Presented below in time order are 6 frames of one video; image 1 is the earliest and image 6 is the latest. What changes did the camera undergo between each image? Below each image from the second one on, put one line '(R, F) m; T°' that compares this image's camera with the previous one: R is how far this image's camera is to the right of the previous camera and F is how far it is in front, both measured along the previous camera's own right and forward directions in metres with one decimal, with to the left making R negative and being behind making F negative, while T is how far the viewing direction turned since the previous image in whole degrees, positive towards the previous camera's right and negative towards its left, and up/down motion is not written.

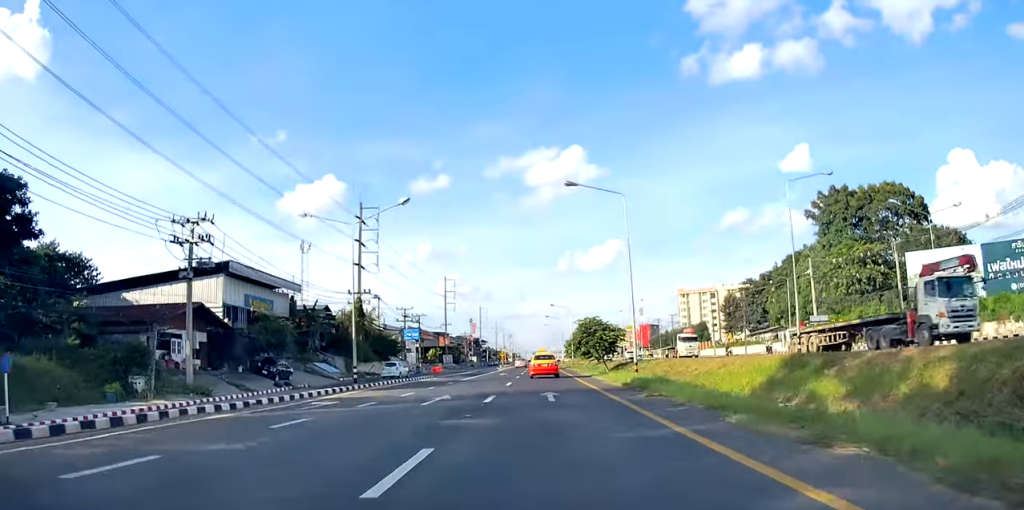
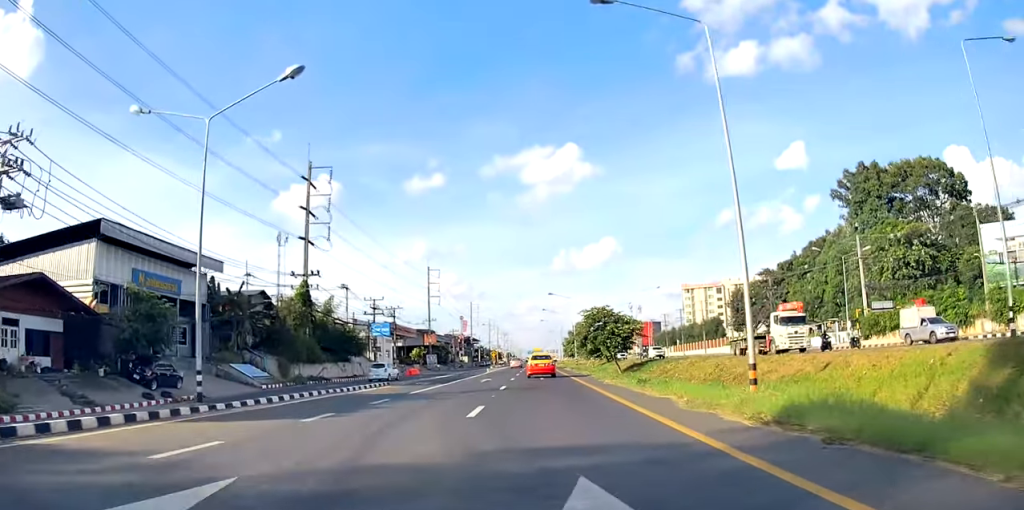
(-0.1, +17.8) m; 0°
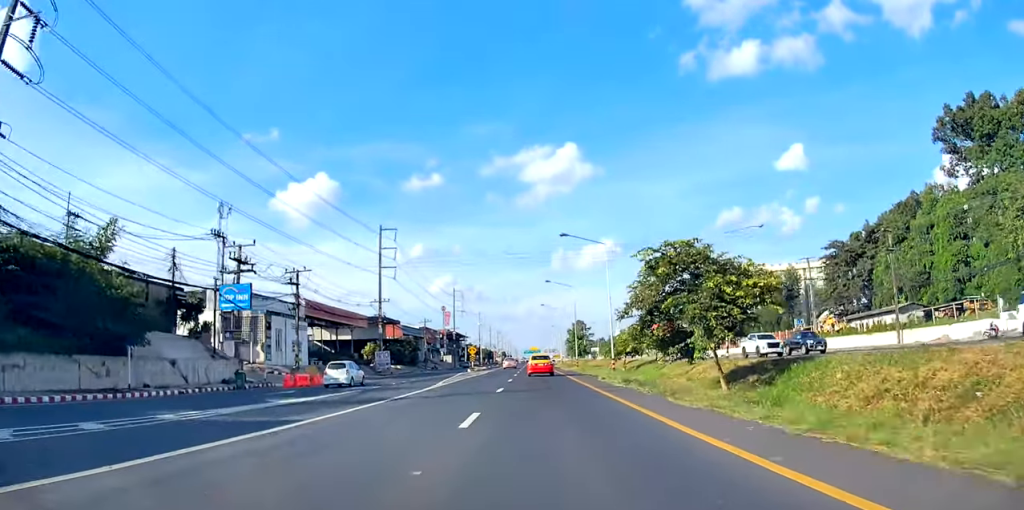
(+0.8, +45.5) m; +1°
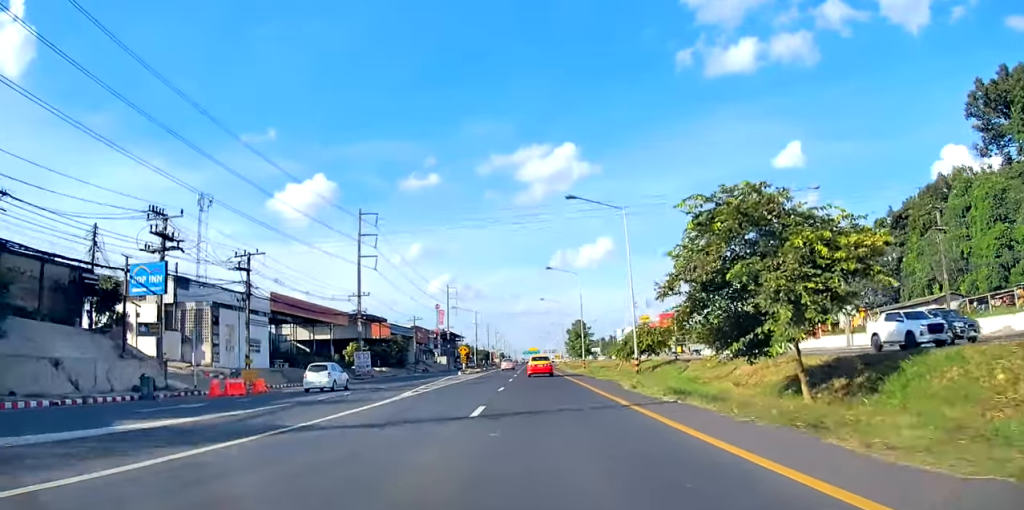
(0.0, +10.2) m; 0°
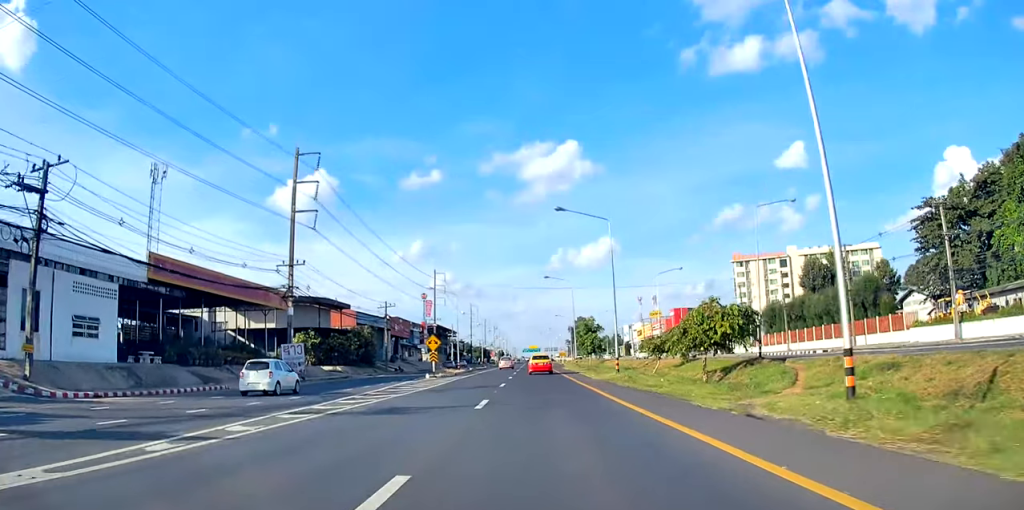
(-0.4, +24.3) m; 0°
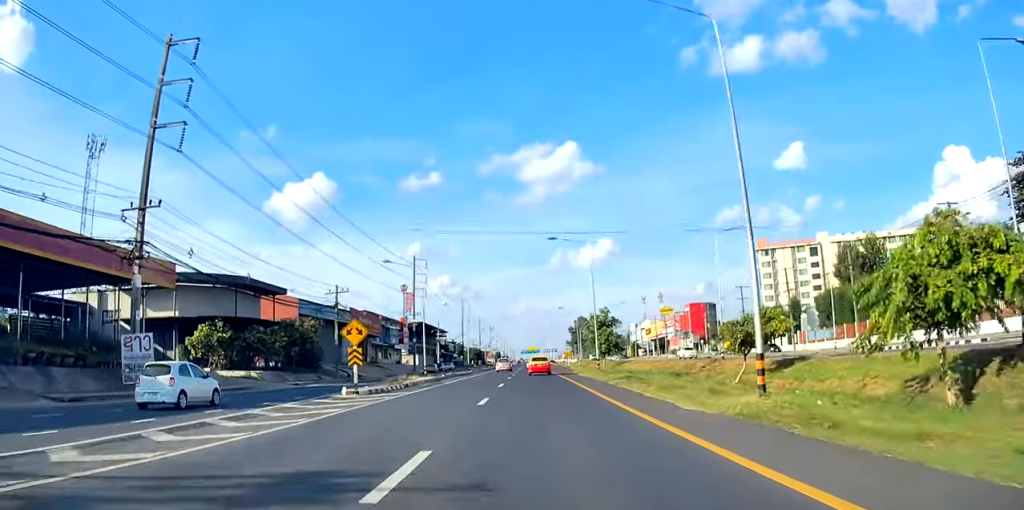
(+0.2, +23.3) m; 0°
